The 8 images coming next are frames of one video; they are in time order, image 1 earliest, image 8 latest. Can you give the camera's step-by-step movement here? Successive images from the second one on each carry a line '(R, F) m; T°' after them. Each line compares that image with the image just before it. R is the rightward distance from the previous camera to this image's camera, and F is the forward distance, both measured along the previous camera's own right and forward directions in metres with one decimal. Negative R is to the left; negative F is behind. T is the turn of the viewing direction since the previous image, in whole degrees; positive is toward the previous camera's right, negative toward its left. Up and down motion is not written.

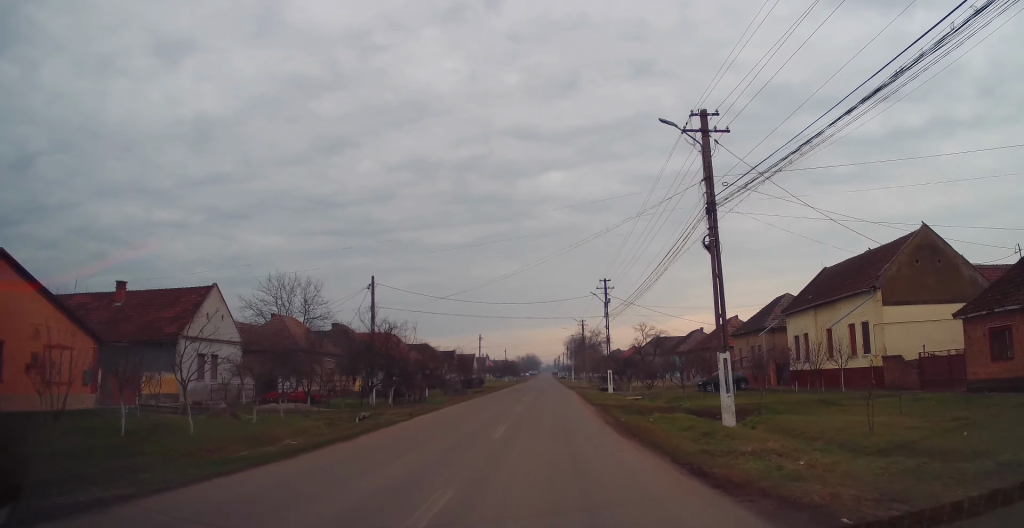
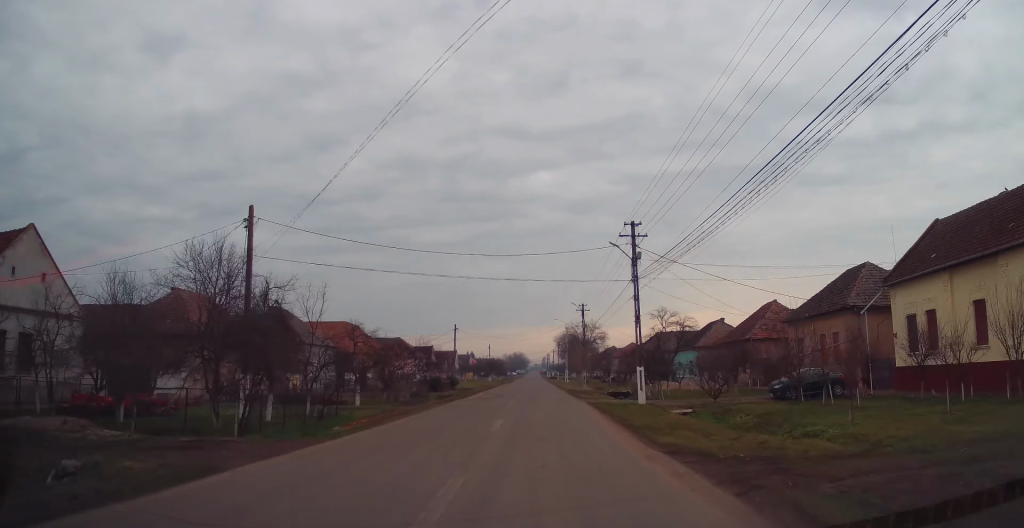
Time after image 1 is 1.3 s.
(+0.8, +15.7) m; +1°
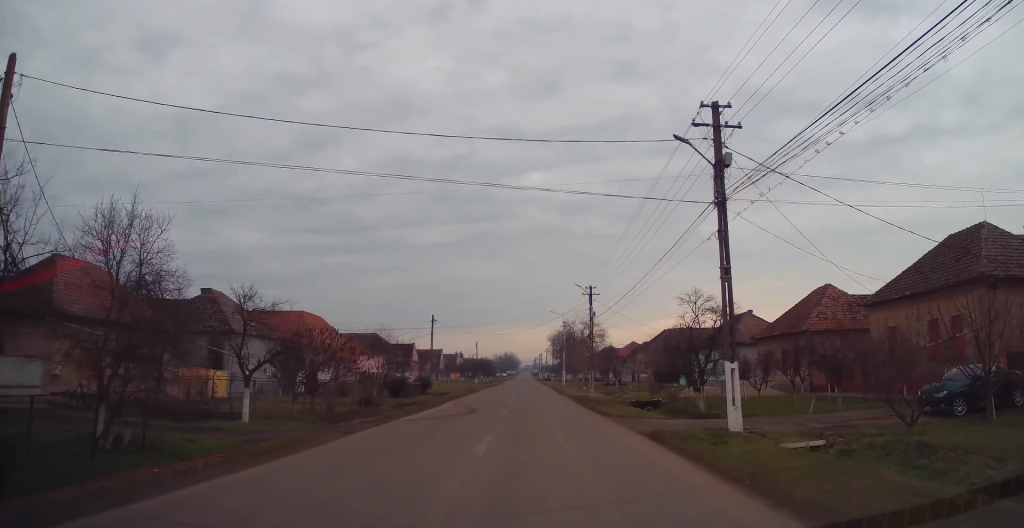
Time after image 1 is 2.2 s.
(-0.9, +12.3) m; -2°
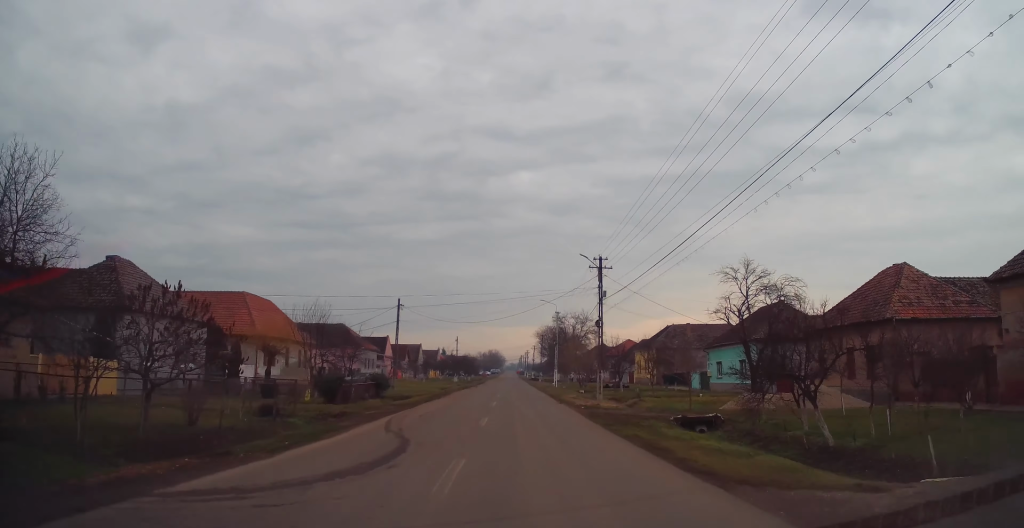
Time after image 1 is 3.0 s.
(+0.2, +11.7) m; +2°
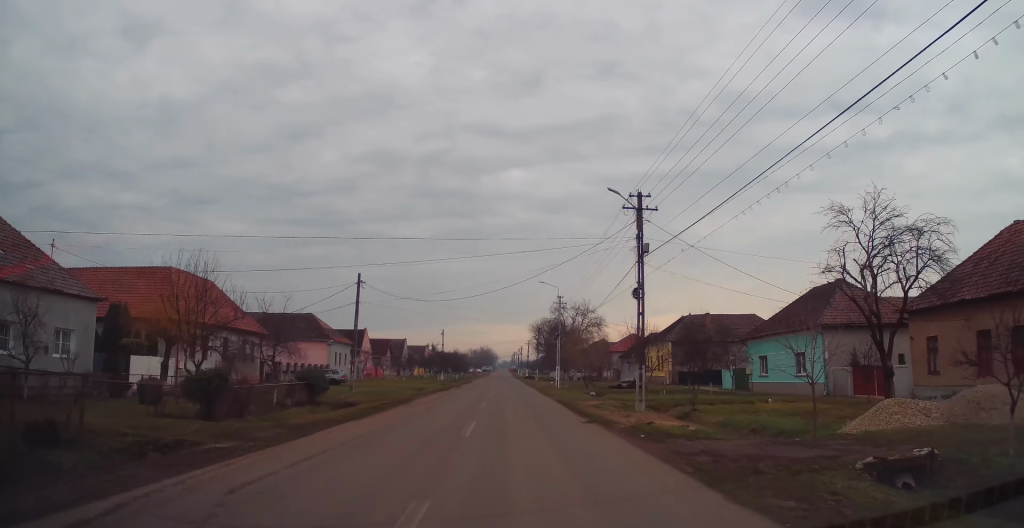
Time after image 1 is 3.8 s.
(+0.3, +12.2) m; +1°
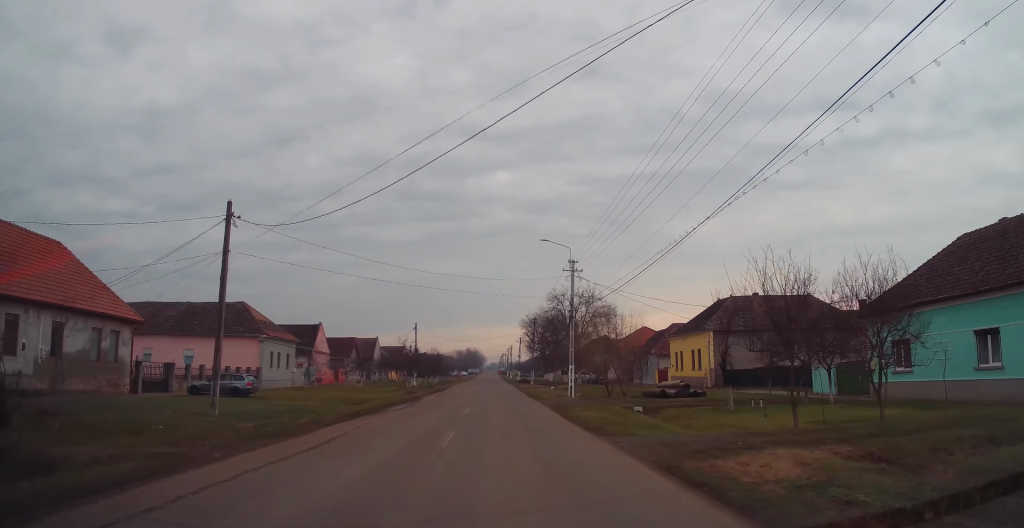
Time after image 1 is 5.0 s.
(-0.2, +18.6) m; -1°
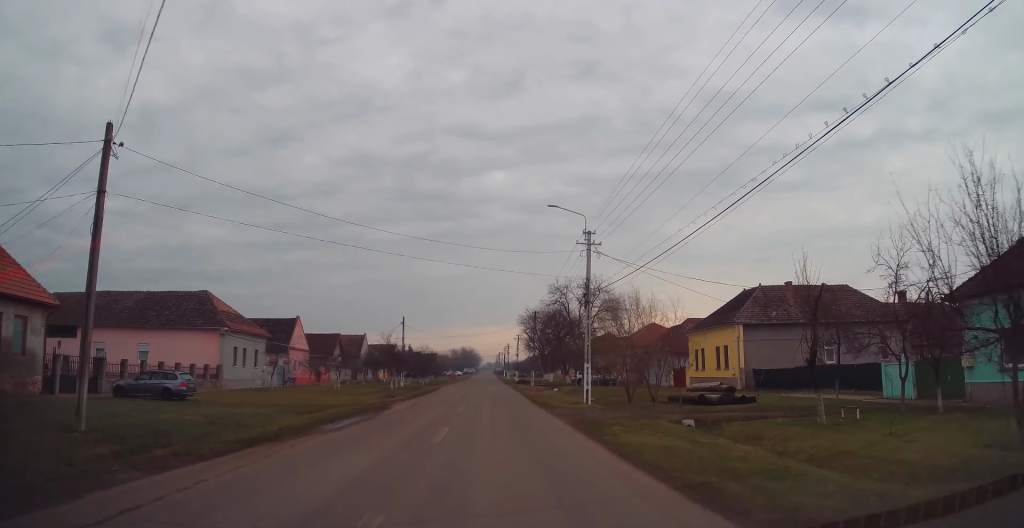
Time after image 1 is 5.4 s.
(-0.1, +7.7) m; 0°
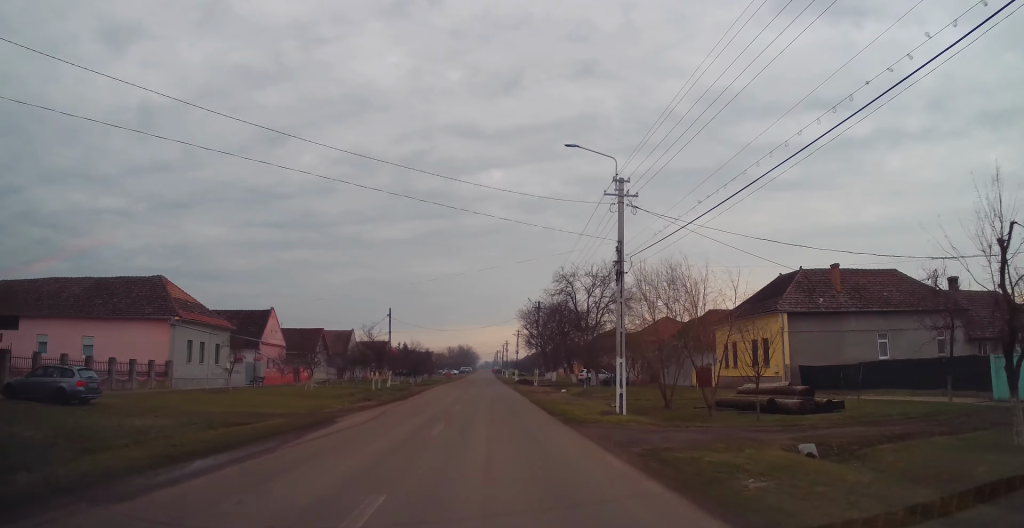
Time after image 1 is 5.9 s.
(+0.1, +7.9) m; +1°
